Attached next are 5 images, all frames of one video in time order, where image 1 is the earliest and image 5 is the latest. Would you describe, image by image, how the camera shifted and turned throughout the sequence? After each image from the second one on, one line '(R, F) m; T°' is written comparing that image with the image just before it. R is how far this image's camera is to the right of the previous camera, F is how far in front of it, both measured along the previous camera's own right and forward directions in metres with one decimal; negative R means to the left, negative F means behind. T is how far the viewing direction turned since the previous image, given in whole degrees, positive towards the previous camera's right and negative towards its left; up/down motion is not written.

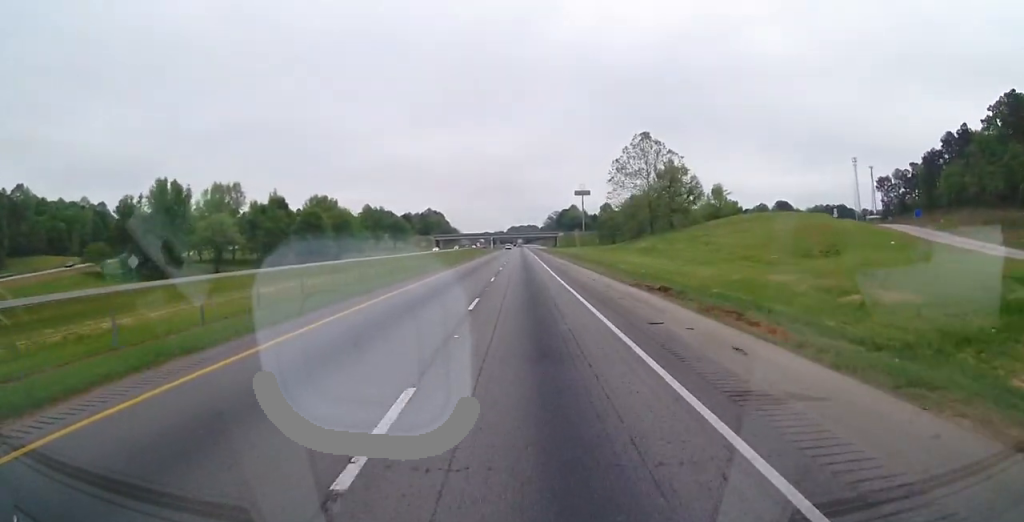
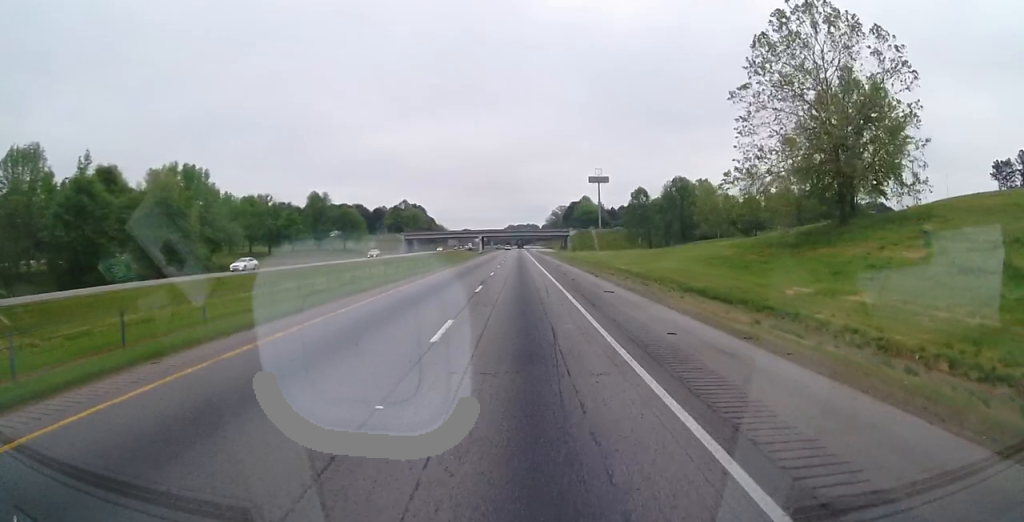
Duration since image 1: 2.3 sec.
(+0.2, +78.8) m; 0°
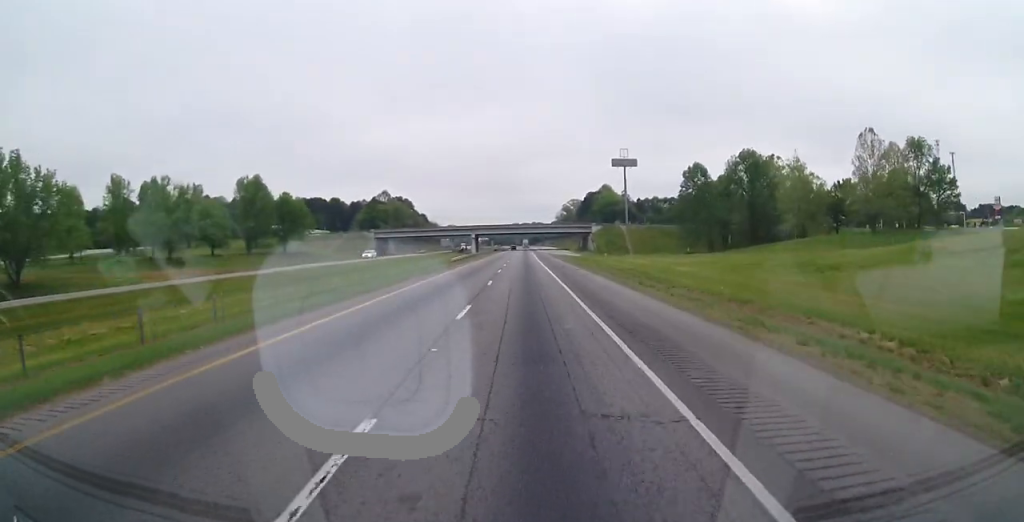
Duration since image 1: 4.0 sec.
(-0.3, +57.1) m; -1°
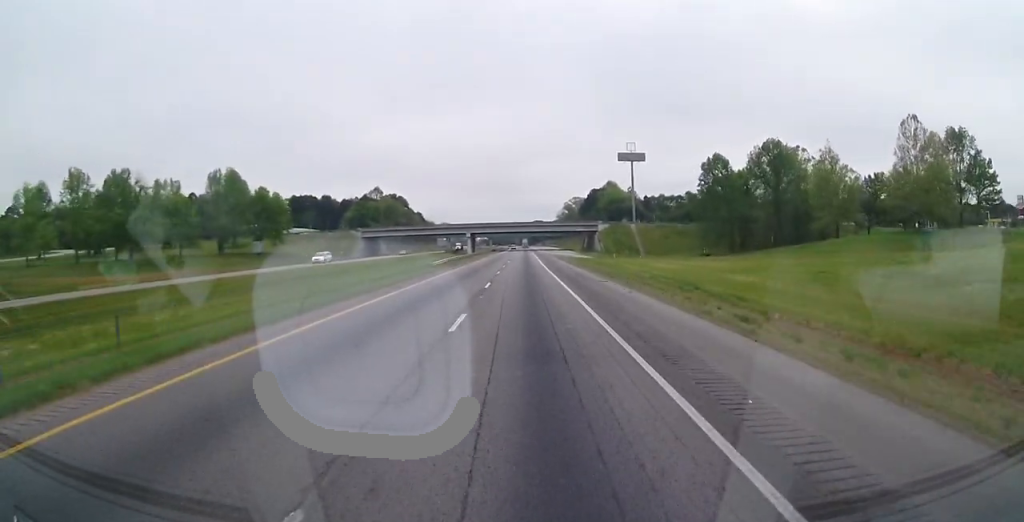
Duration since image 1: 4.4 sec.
(0.0, +14.2) m; 0°
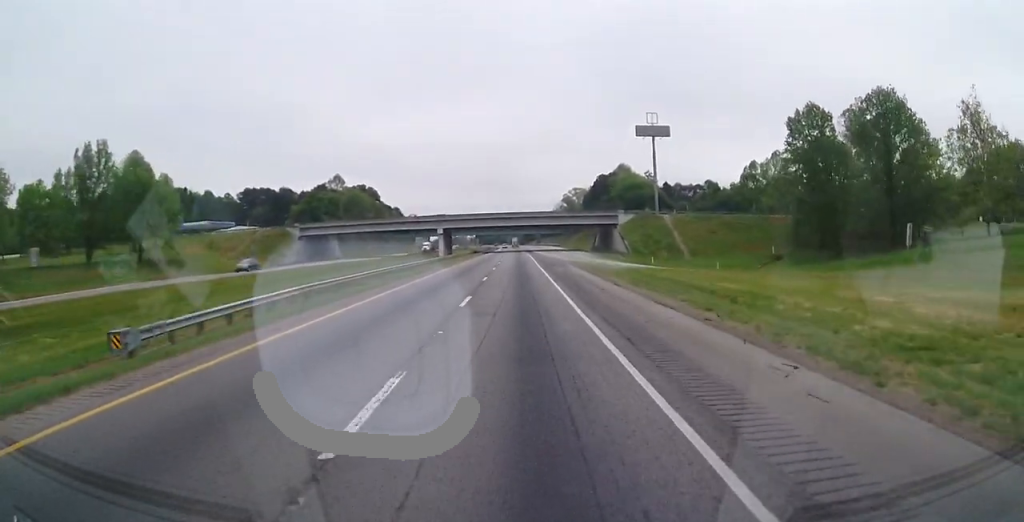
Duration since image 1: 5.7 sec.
(+0.1, +43.8) m; +1°
